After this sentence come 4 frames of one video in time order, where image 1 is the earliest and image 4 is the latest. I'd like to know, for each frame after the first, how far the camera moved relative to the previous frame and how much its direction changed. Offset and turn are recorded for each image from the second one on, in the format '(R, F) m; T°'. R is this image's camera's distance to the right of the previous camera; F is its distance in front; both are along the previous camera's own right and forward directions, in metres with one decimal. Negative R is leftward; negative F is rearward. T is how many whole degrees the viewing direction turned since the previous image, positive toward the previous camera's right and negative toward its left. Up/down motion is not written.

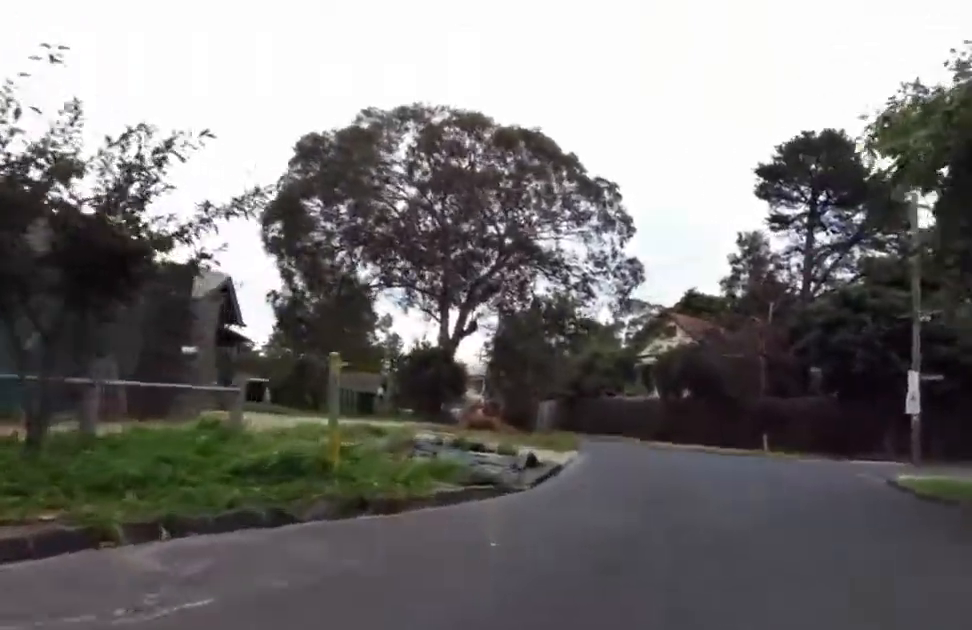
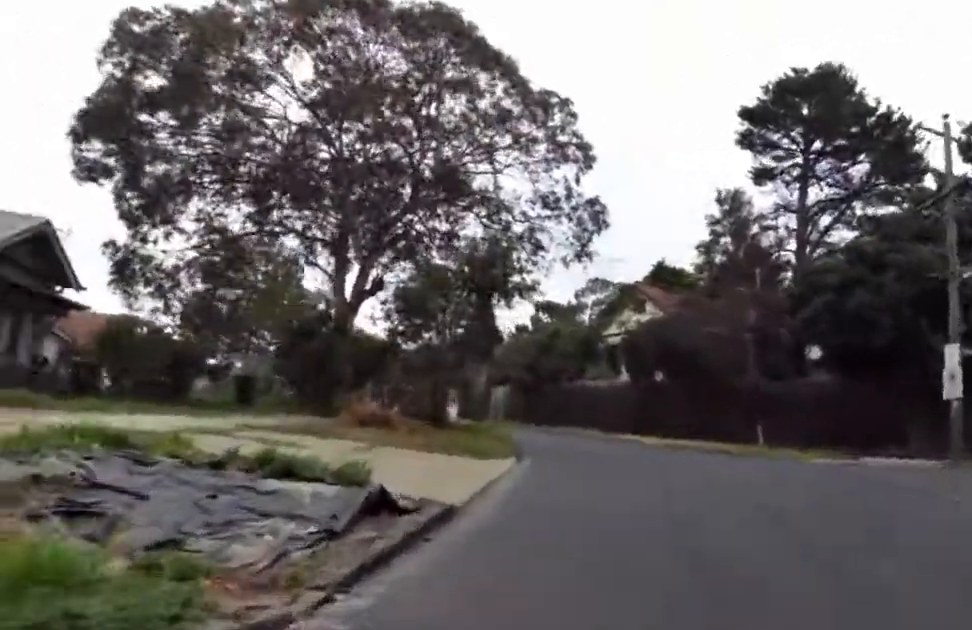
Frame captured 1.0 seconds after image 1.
(0.0, +5.8) m; 0°
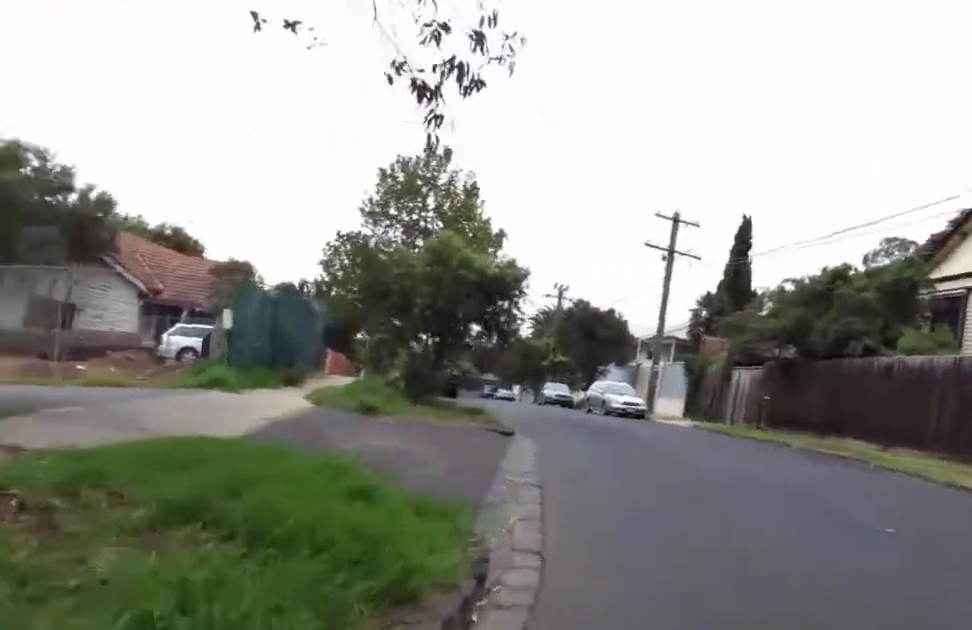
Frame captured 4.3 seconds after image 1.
(-0.4, +17.3) m; -13°
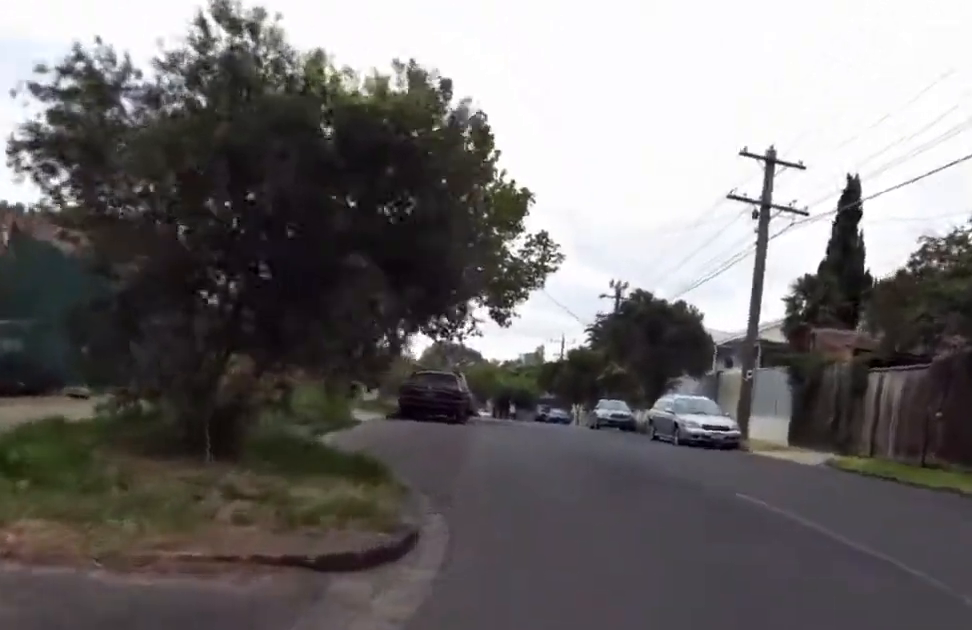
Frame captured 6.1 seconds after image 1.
(-1.5, +10.3) m; -9°
